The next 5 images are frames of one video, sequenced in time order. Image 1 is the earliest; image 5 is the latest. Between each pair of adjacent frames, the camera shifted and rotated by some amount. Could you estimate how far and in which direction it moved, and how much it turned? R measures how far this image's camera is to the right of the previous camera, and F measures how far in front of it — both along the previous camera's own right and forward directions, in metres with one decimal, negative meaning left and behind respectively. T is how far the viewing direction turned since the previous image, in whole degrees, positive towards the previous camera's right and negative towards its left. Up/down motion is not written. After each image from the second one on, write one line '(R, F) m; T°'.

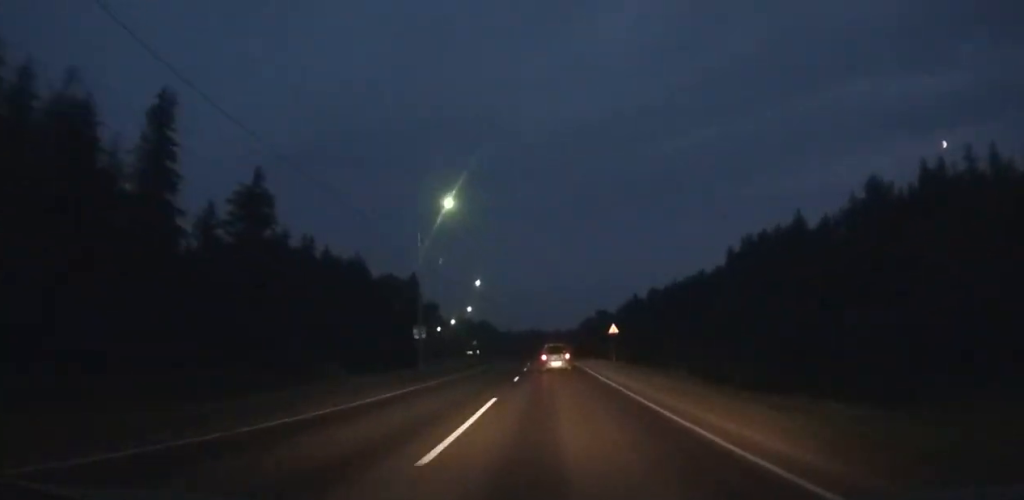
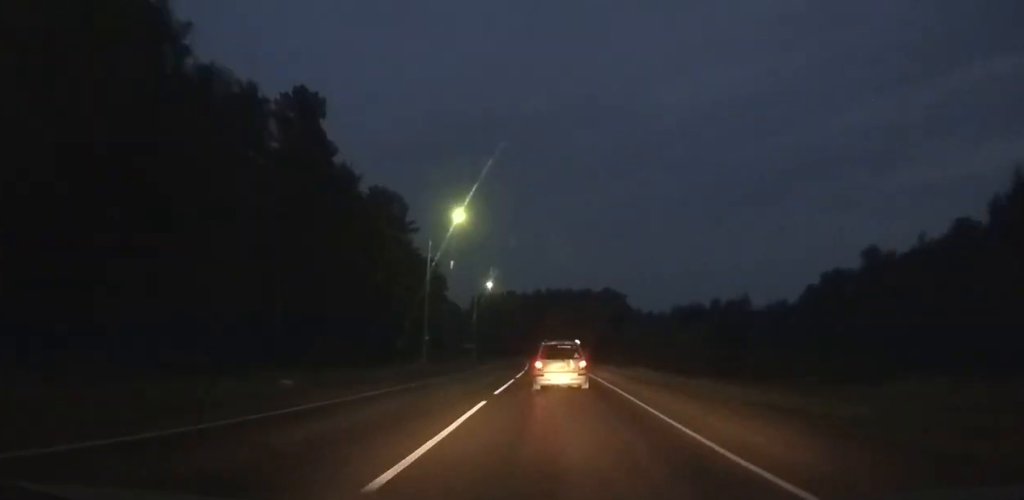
(-13.9, +139.5) m; -12°
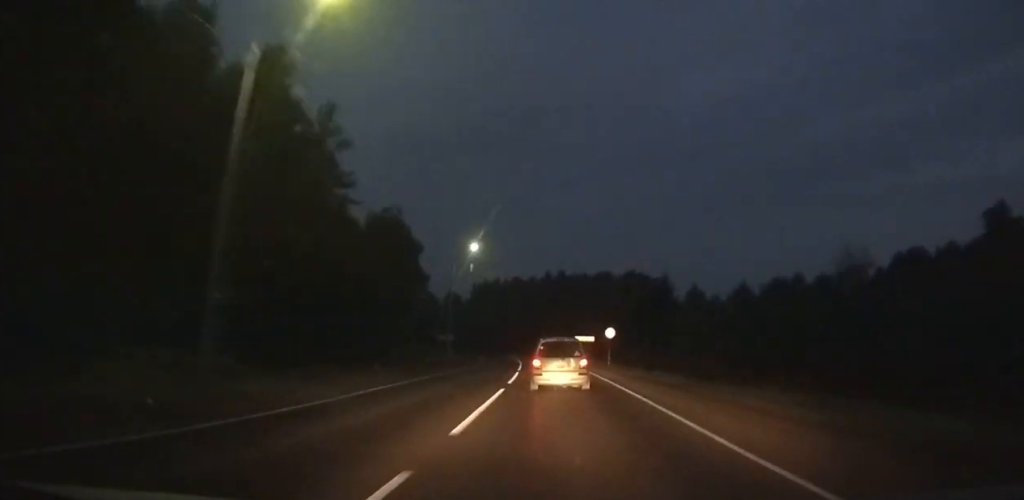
(-0.6, +33.4) m; -3°
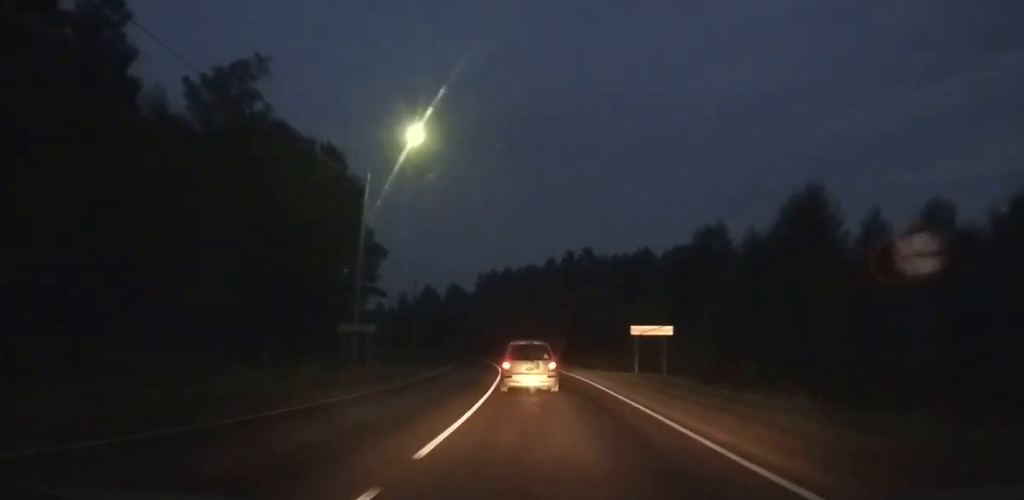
(-1.0, +38.9) m; -5°
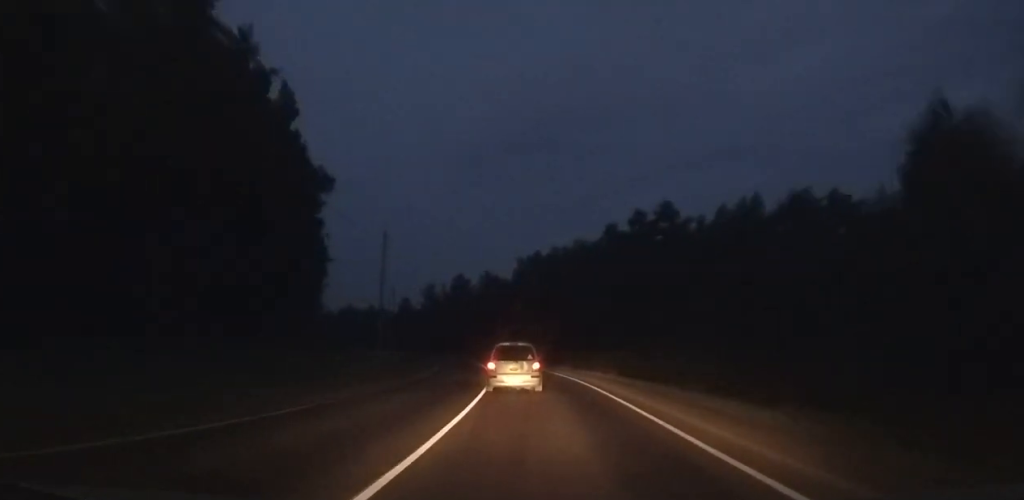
(0.0, +36.8) m; -6°
